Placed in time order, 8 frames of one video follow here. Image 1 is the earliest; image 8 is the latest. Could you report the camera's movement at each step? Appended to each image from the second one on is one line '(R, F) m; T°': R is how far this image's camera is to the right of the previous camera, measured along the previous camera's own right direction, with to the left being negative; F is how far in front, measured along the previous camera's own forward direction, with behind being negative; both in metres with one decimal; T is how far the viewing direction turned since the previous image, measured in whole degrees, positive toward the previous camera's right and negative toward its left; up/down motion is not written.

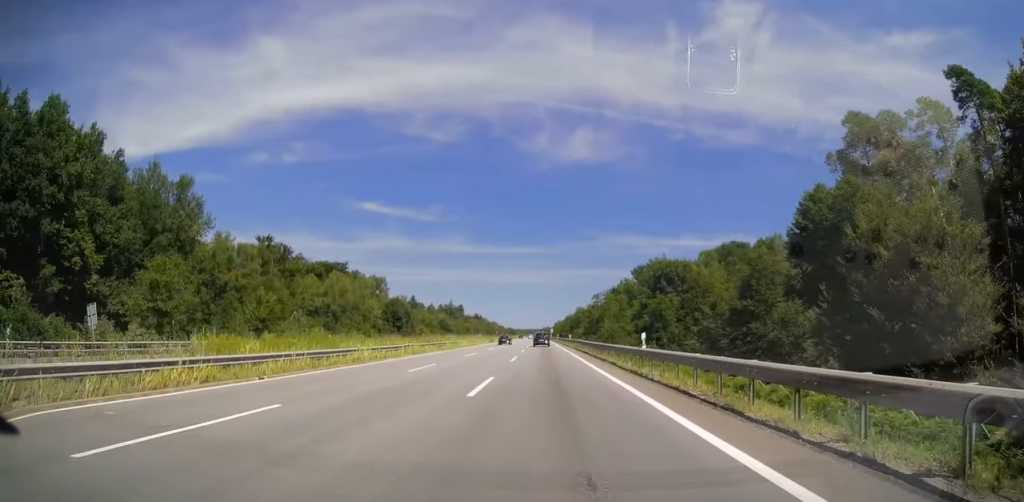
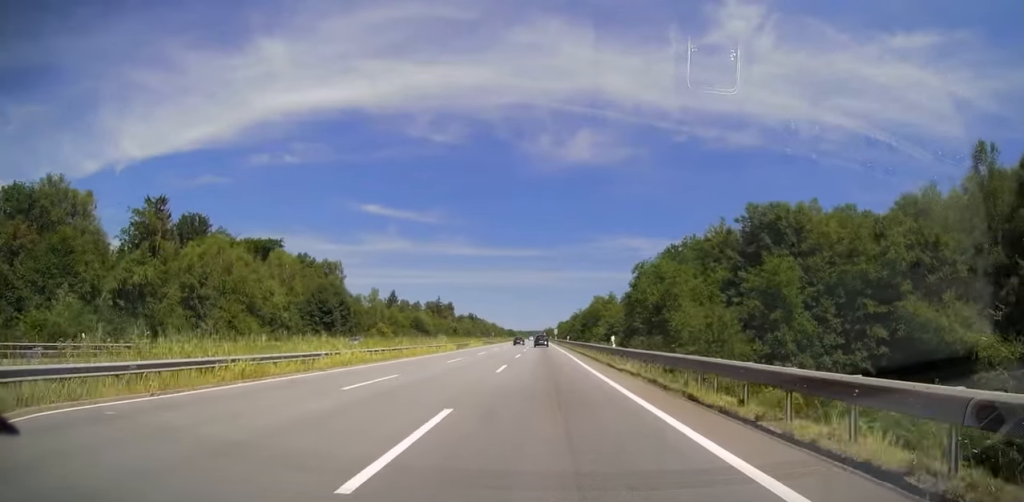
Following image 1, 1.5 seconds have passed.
(+0.1, +44.0) m; 0°
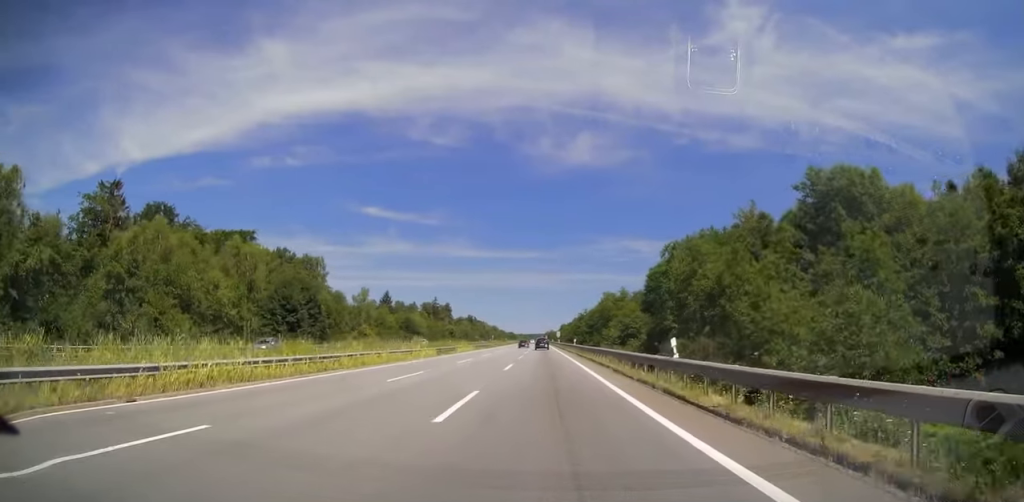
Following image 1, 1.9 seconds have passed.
(-0.1, +13.4) m; 0°
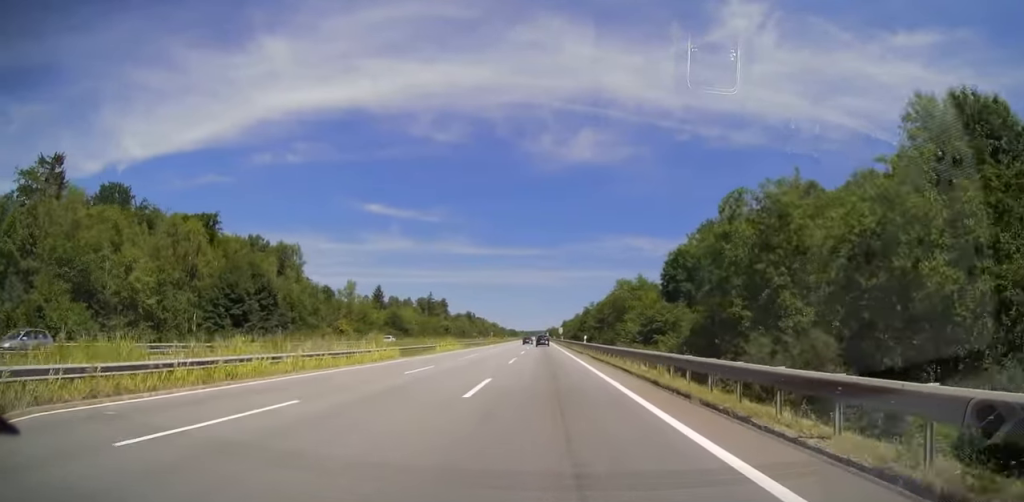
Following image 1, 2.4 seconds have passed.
(0.0, +14.3) m; 0°
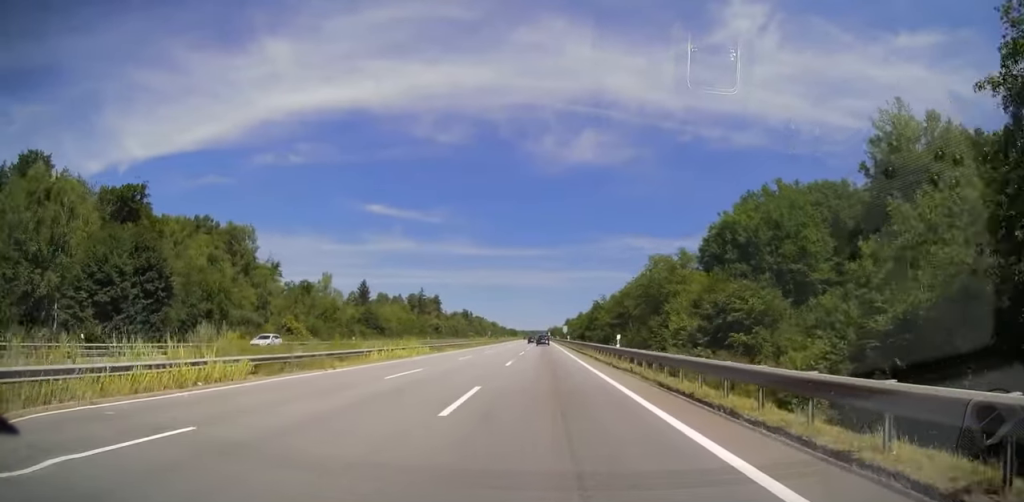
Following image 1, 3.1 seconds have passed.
(0.0, +21.3) m; 0°
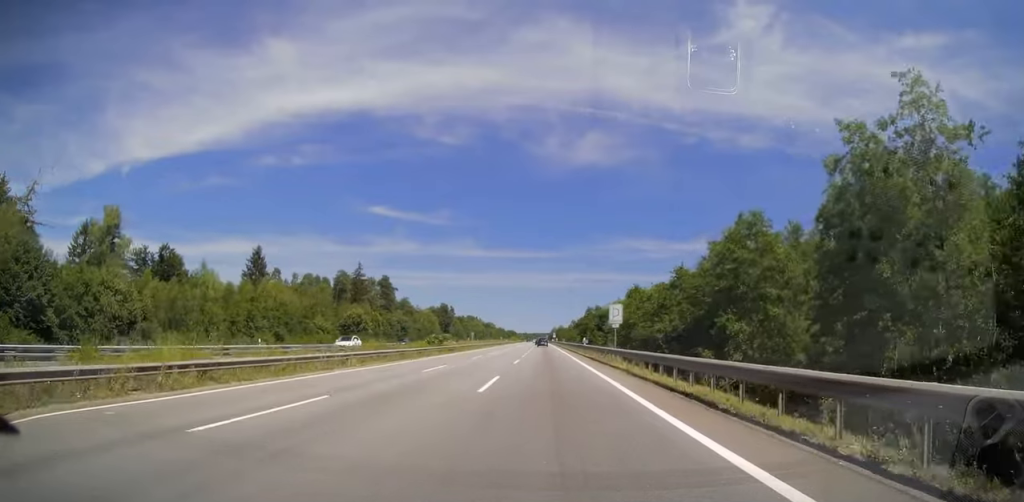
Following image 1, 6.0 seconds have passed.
(-0.6, +85.0) m; -1°
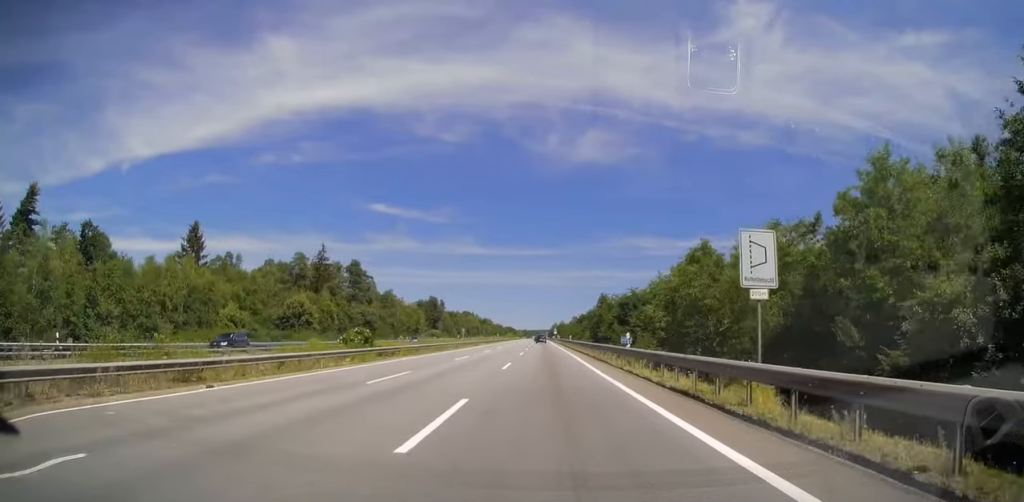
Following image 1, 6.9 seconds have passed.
(0.0, +26.6) m; 0°
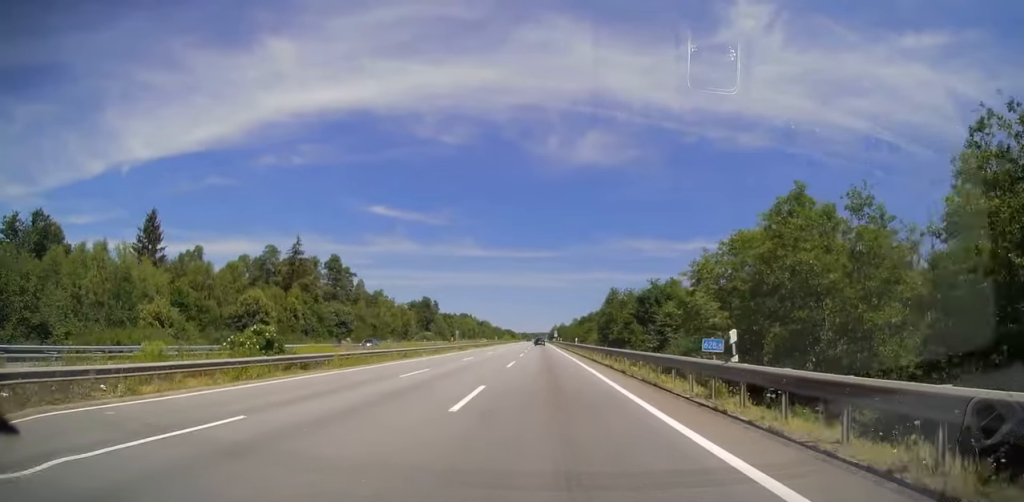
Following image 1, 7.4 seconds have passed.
(0.0, +13.8) m; 0°
